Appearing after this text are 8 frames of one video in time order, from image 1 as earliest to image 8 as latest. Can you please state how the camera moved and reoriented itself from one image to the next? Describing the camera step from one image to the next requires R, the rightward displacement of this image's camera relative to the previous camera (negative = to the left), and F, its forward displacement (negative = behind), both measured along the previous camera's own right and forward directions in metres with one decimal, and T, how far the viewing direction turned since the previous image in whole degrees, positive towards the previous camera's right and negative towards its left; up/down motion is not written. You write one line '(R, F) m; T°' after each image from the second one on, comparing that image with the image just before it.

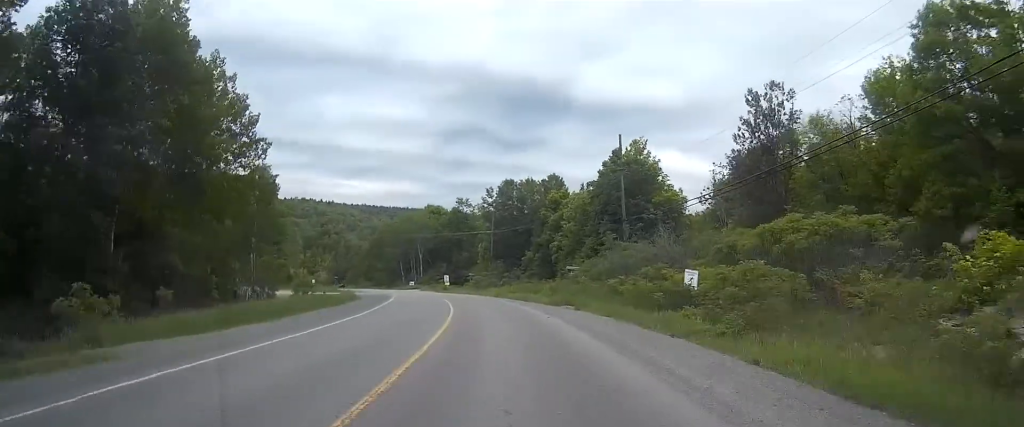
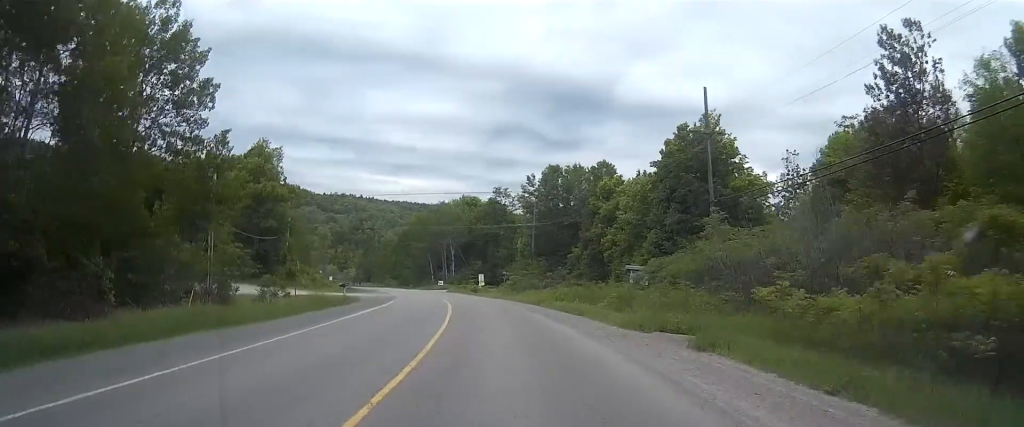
(-0.5, +17.6) m; -3°
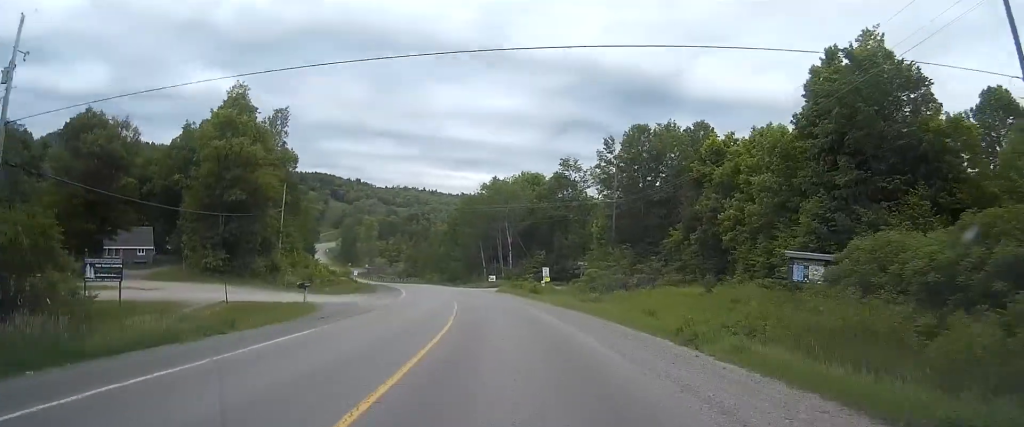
(-1.2, +28.3) m; -6°
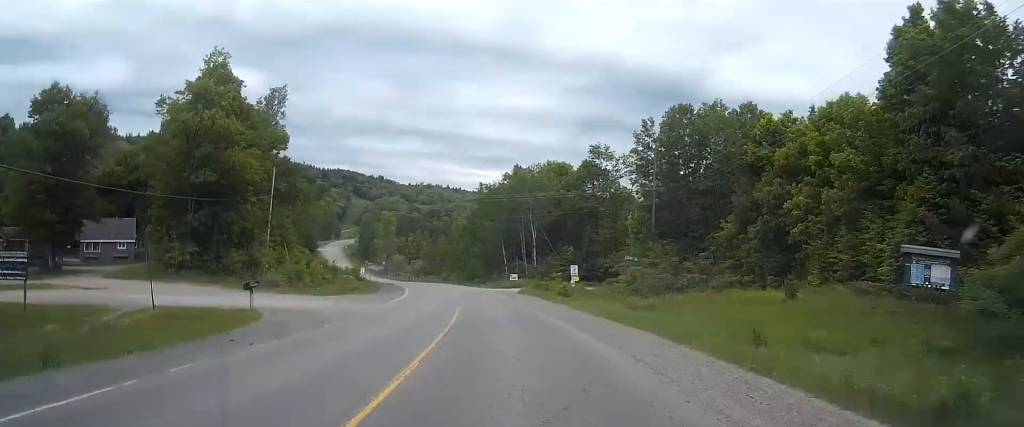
(-0.4, +10.9) m; -2°
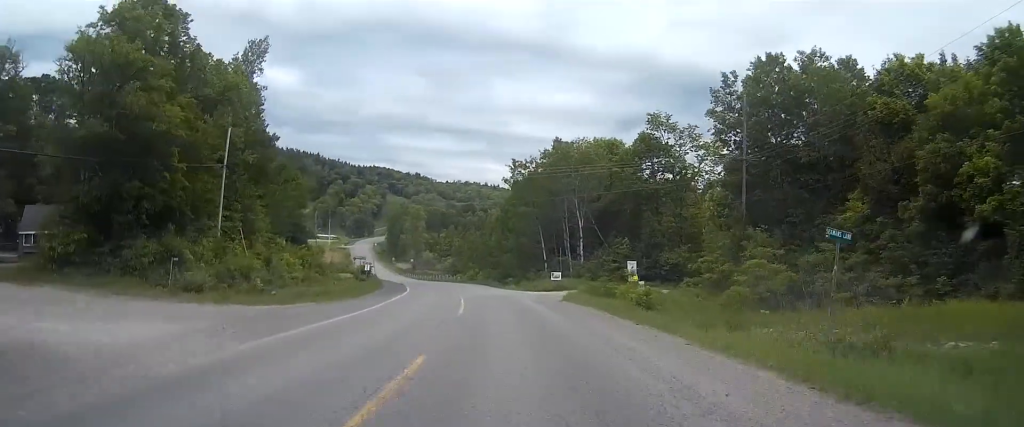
(-0.7, +19.3) m; -3°
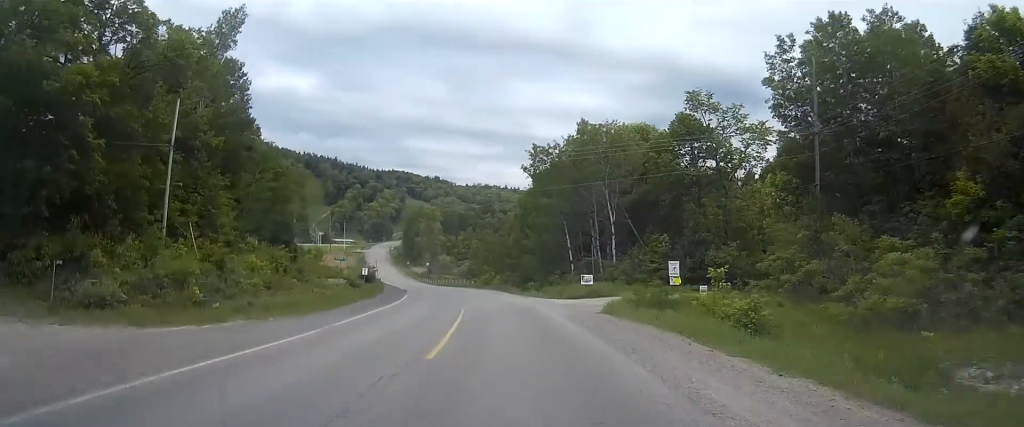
(-0.1, +11.0) m; -1°
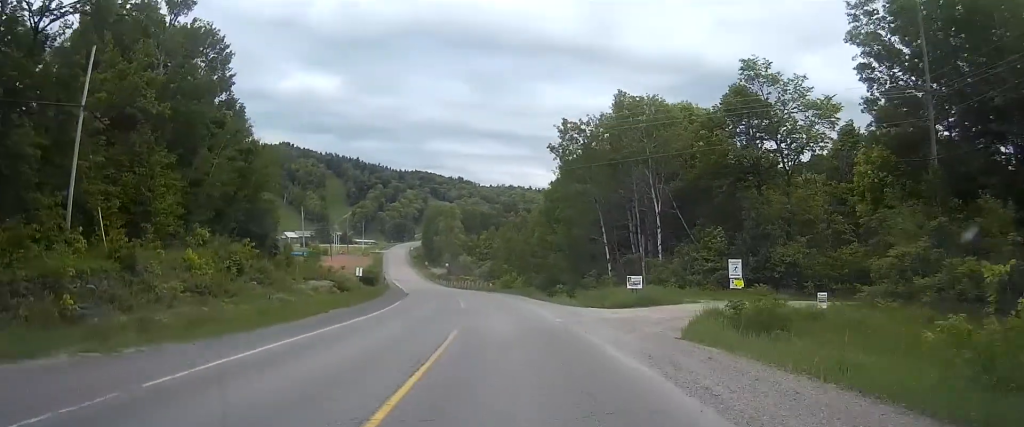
(0.0, +11.7) m; -1°
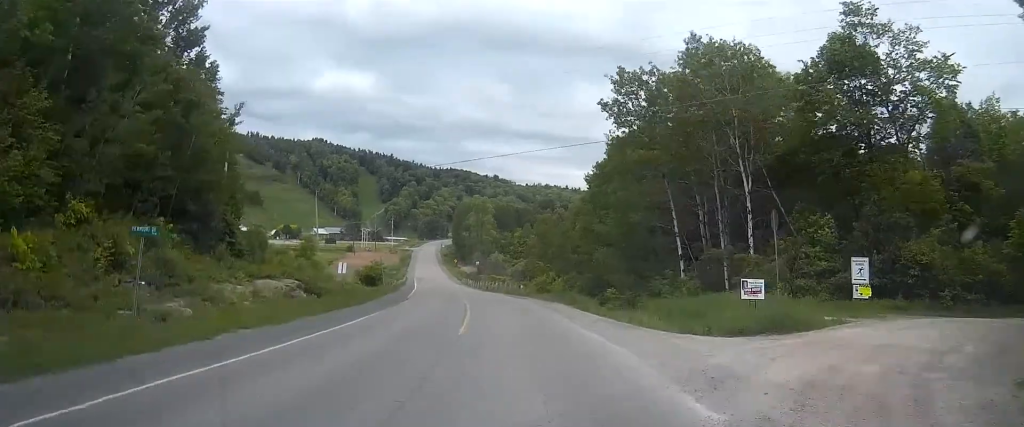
(-0.2, +14.4) m; -2°
